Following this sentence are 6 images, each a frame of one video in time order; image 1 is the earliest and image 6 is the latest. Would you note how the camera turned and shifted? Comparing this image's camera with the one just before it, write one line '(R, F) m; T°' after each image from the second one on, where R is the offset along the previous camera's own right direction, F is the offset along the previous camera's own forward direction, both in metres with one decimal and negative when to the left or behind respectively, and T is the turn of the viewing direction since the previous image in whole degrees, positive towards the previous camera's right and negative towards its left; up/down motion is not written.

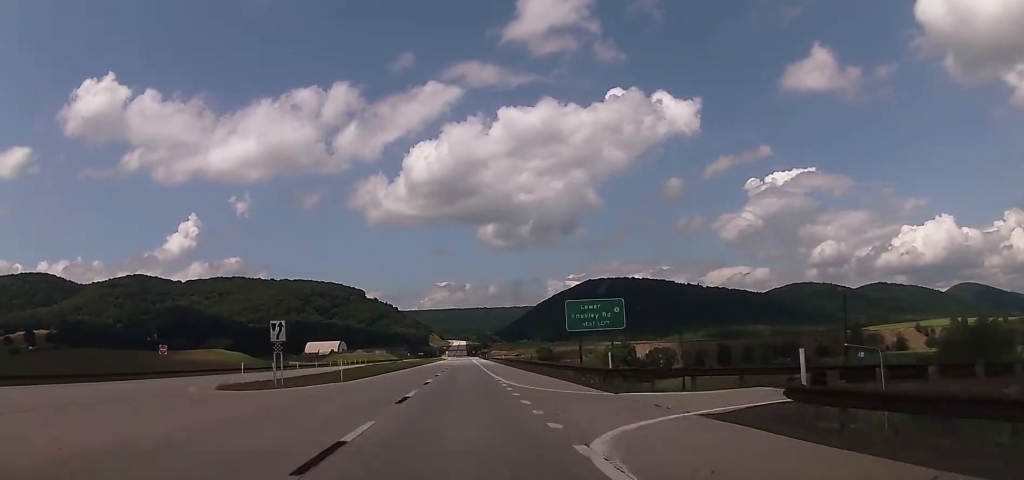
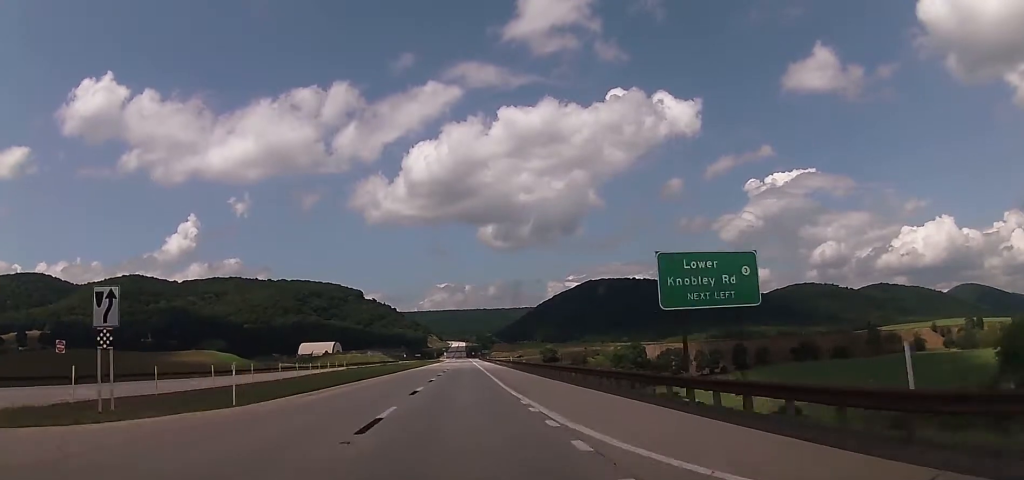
(-0.3, +19.8) m; 0°
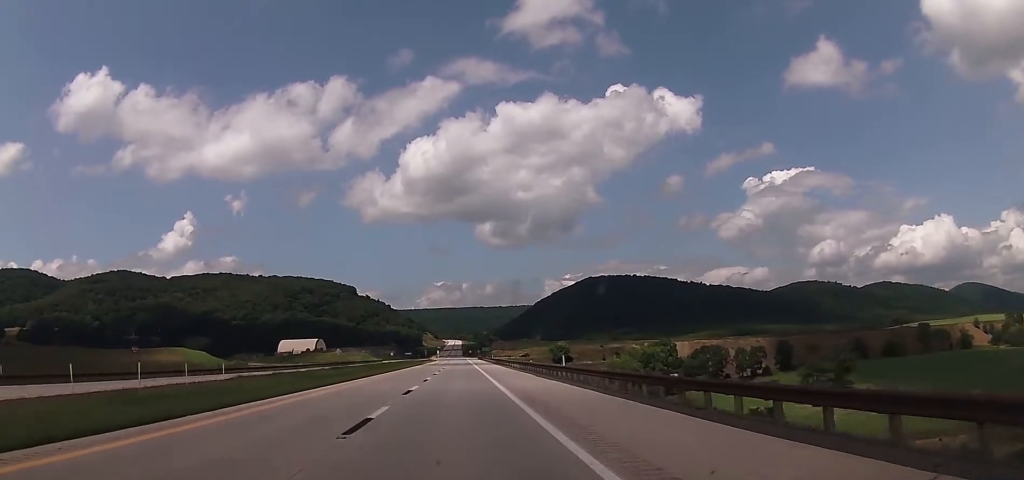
(0.0, +49.3) m; 0°
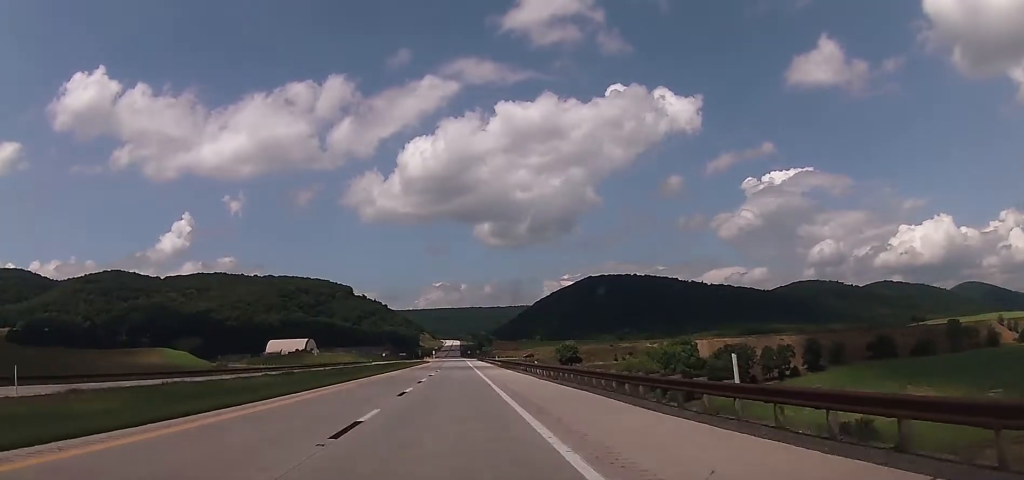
(0.0, +25.3) m; 0°
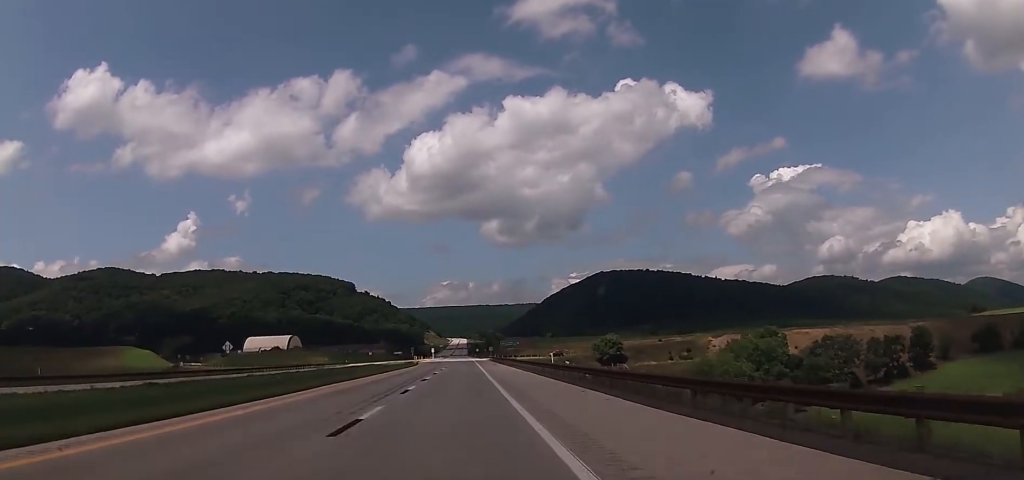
(-0.3, +61.6) m; 0°
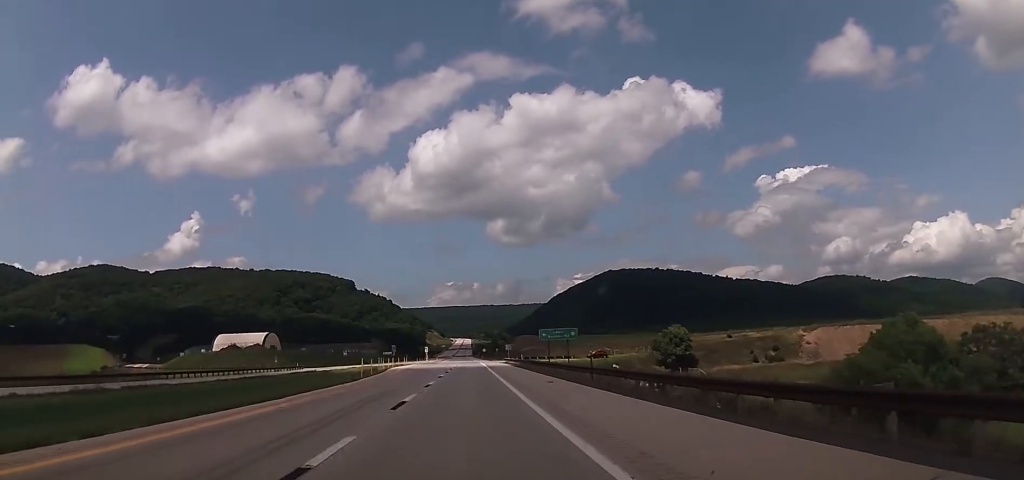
(+0.2, +56.2) m; 0°
